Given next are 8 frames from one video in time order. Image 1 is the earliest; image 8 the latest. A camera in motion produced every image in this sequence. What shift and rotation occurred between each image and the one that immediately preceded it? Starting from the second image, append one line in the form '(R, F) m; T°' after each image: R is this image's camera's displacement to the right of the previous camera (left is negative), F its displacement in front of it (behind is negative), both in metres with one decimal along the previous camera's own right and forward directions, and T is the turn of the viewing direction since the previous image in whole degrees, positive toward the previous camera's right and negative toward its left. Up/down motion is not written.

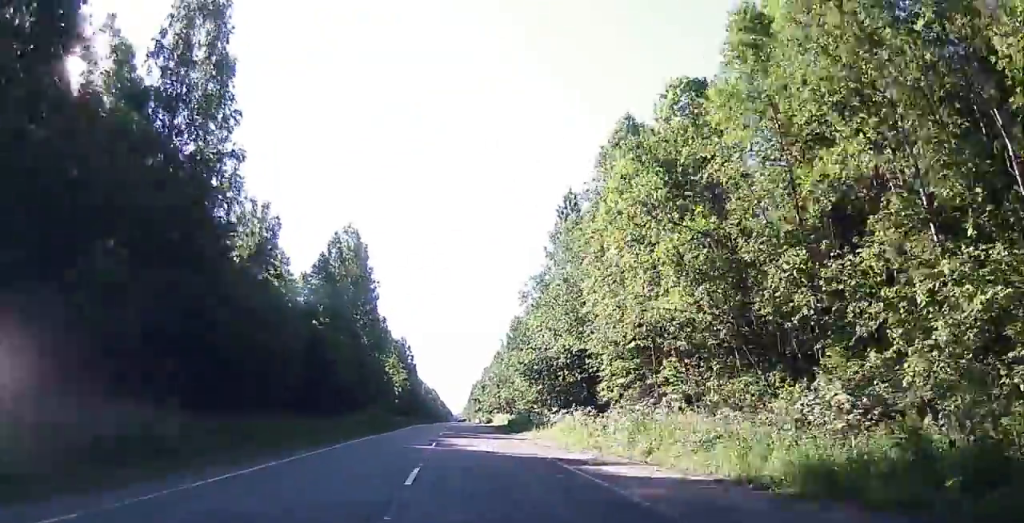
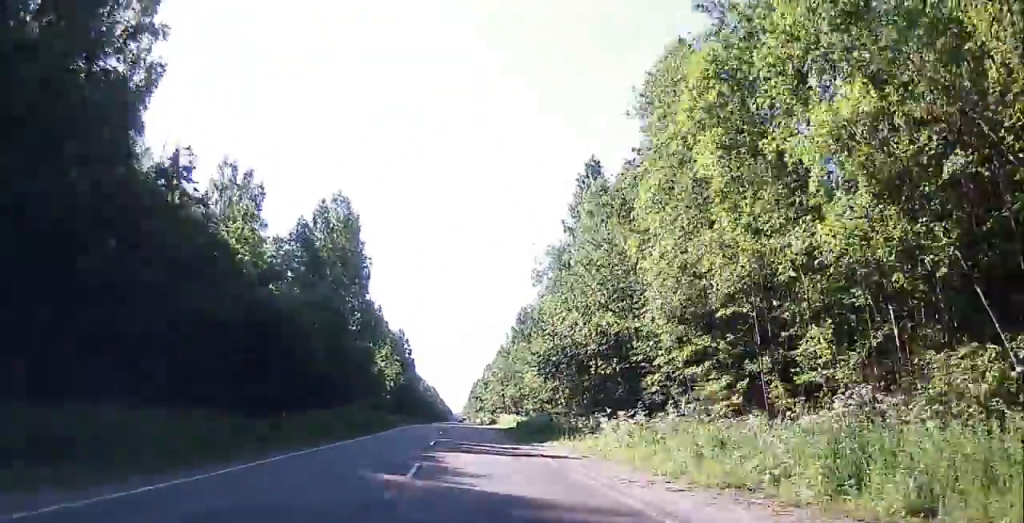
(0.0, +10.9) m; 0°
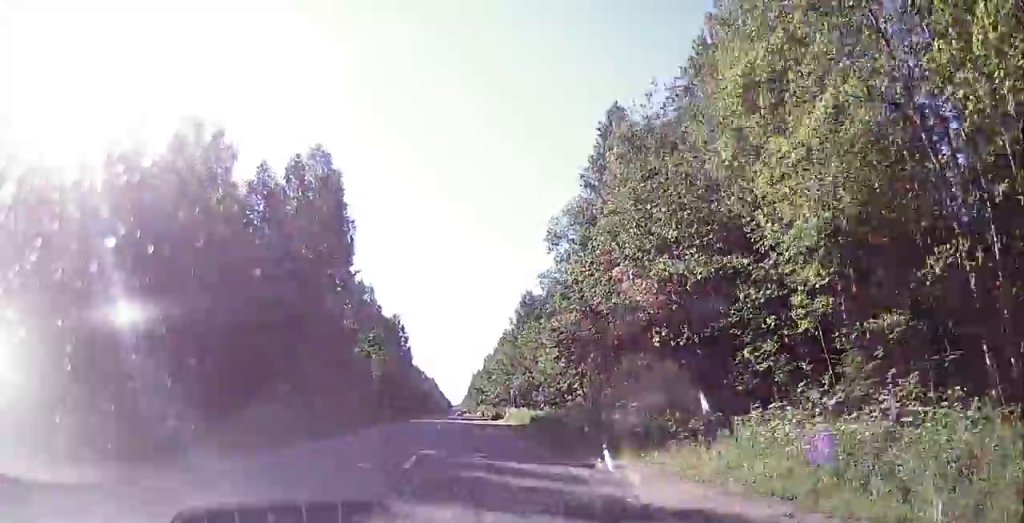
(+0.1, +11.6) m; +1°
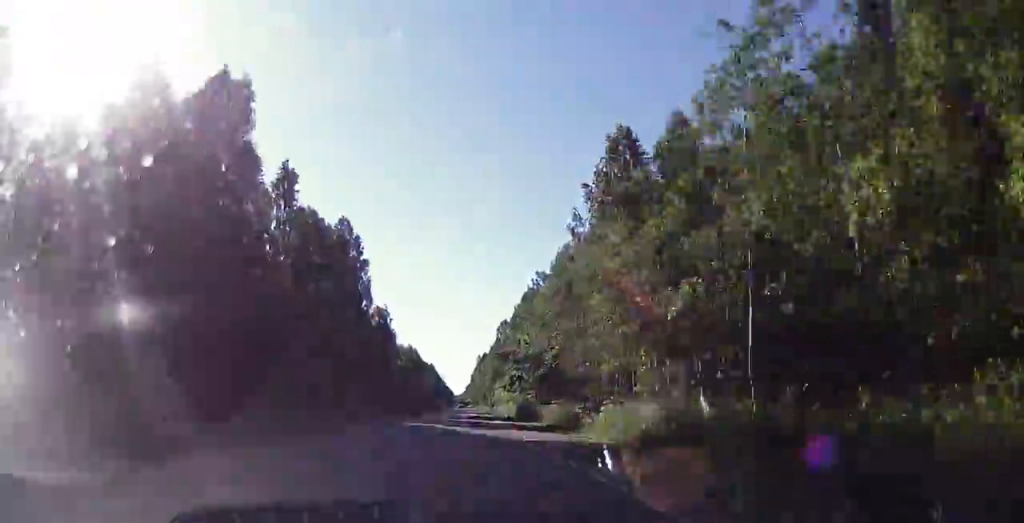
(+0.5, +71.3) m; 0°
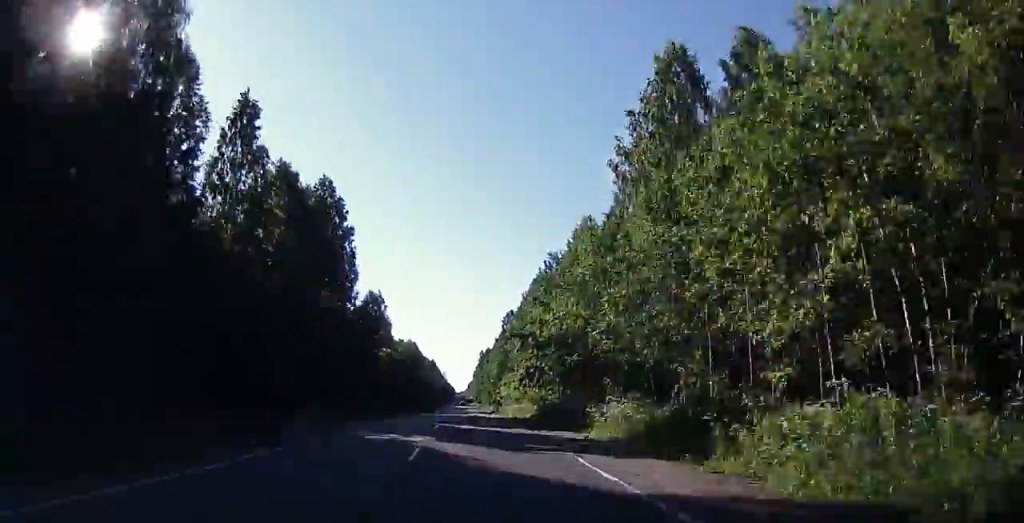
(+0.1, +13.2) m; 0°
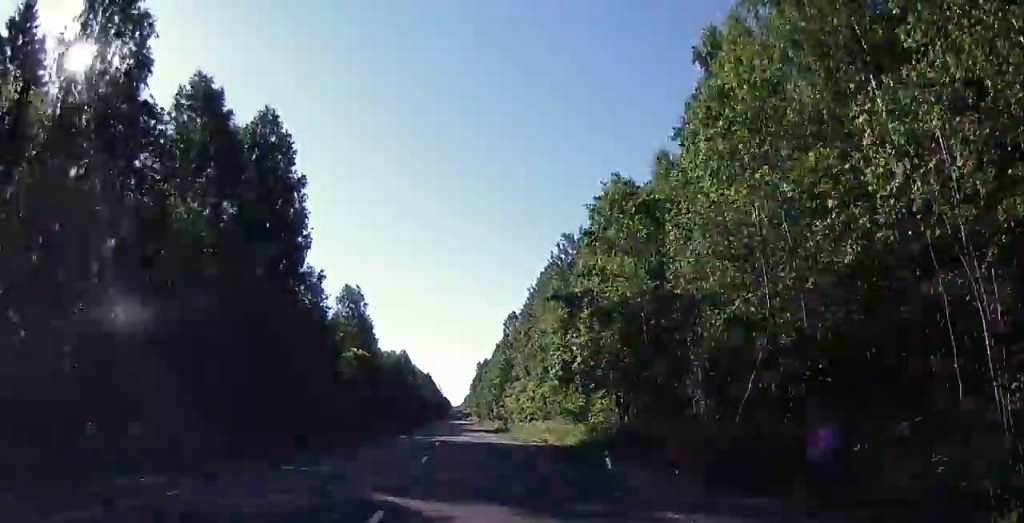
(+0.1, +19.1) m; -1°
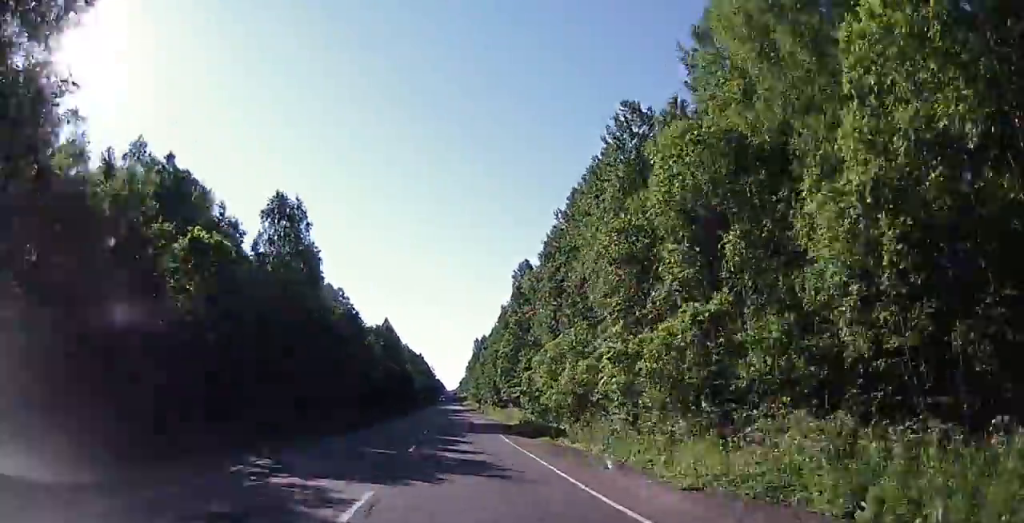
(-0.7, +34.3) m; 0°
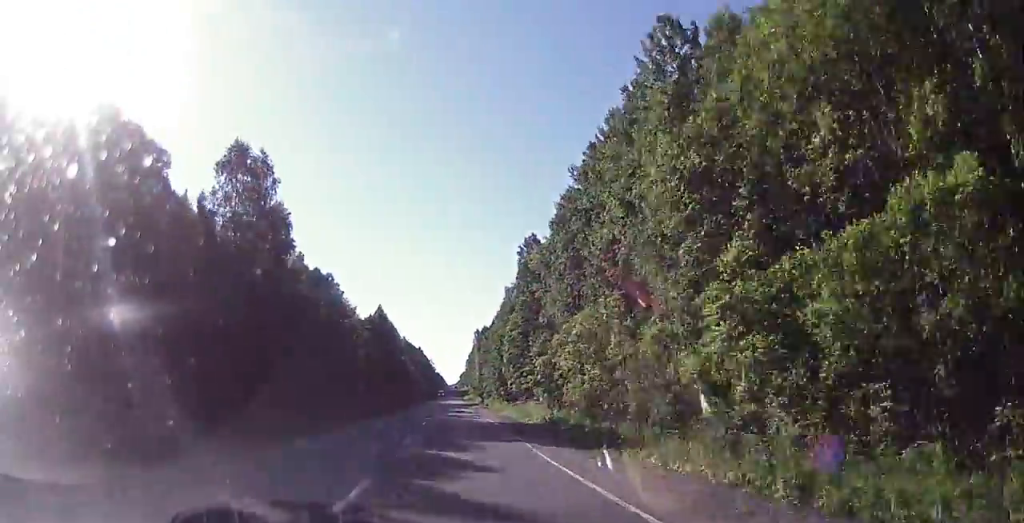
(+0.1, +11.4) m; +1°
